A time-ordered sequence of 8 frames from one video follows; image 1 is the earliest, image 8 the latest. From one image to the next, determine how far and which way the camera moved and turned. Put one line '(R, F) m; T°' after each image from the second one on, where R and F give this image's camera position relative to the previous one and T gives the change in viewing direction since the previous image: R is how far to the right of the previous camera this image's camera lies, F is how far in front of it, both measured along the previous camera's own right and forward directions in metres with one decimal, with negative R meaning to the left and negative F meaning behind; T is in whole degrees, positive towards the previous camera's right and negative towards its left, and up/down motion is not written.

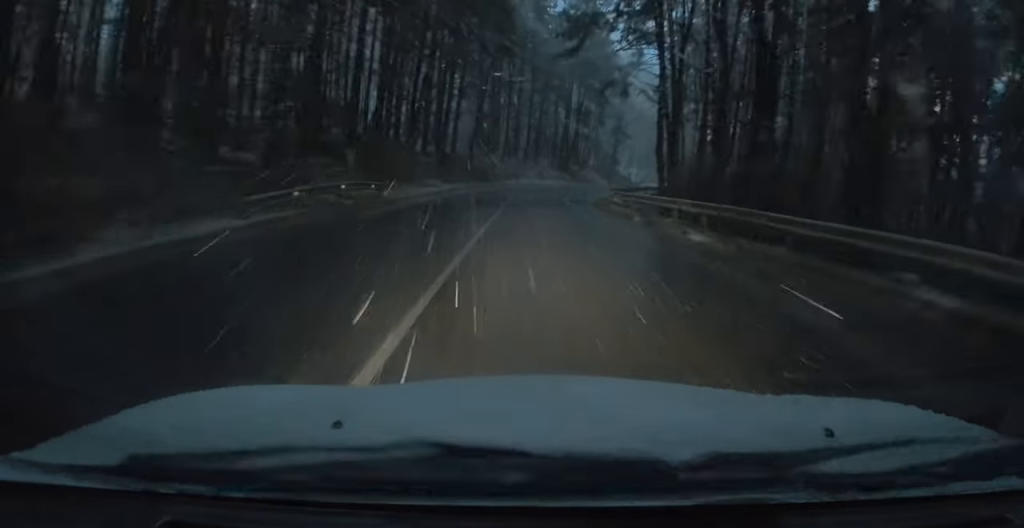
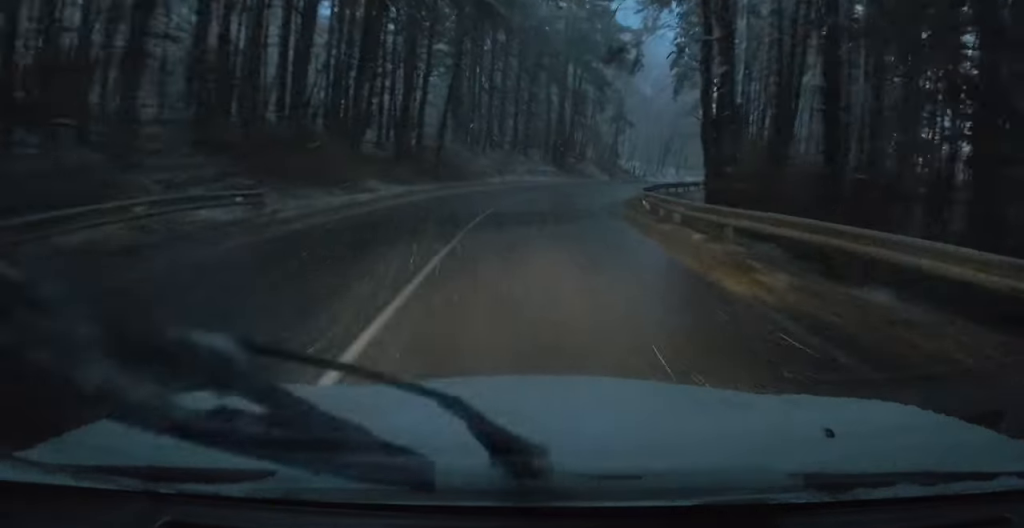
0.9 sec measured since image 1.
(-0.5, +12.8) m; -1°
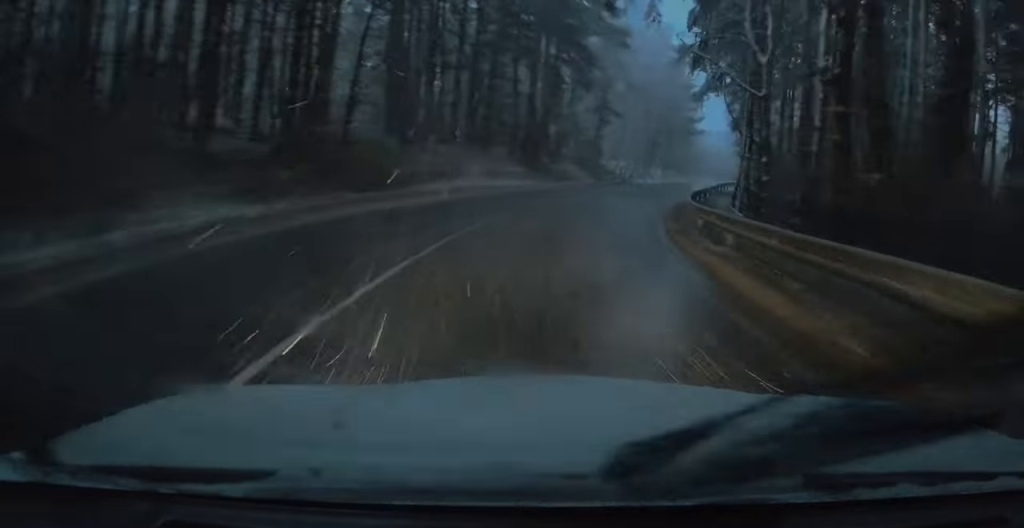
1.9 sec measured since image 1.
(+0.2, +13.7) m; +2°
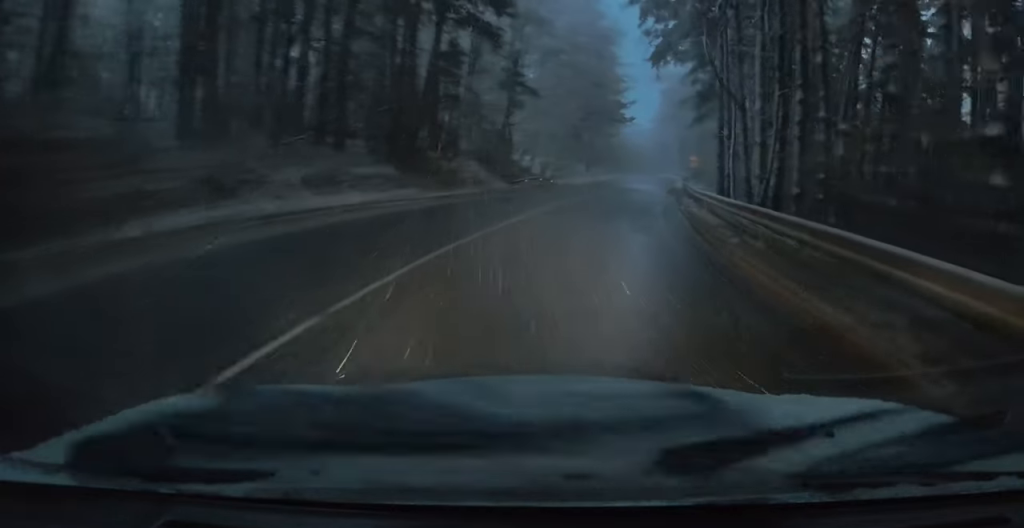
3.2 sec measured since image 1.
(+0.3, +14.9) m; +2°
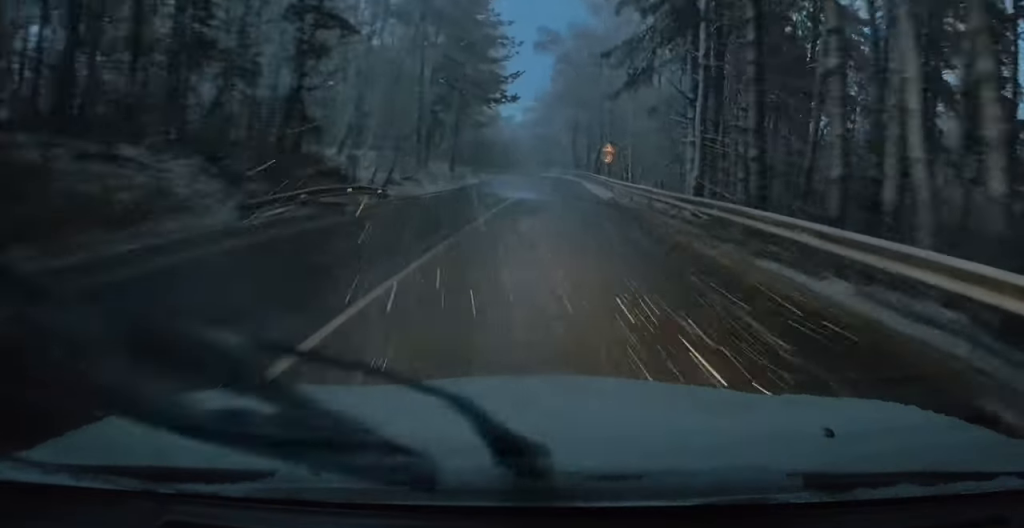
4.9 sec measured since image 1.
(+0.6, +21.7) m; +2°
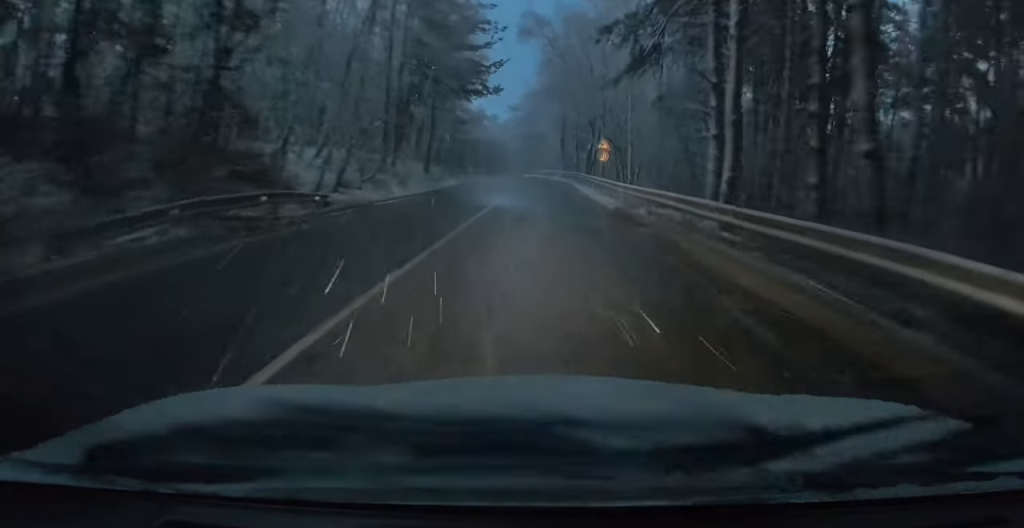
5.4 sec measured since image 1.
(0.0, +6.5) m; 0°
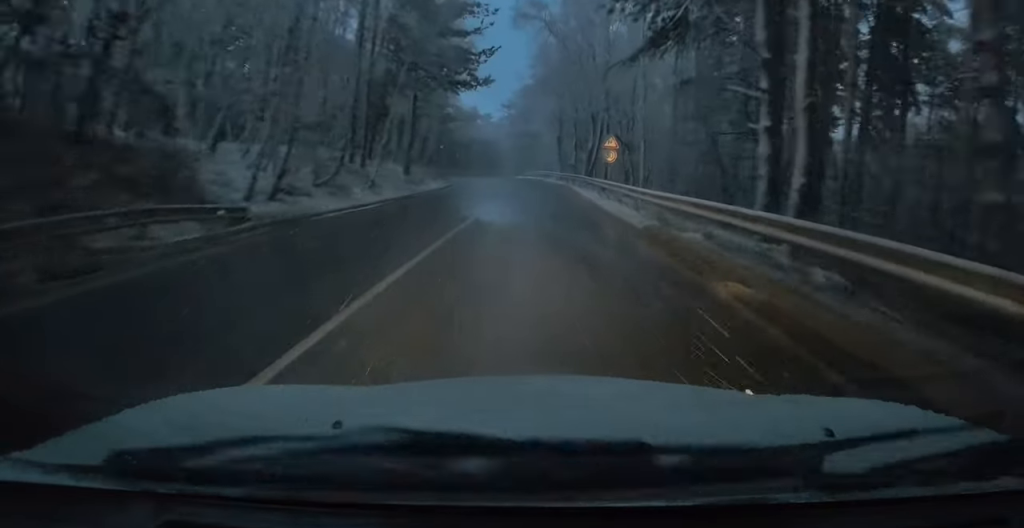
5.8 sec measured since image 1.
(0.0, +6.9) m; +1°
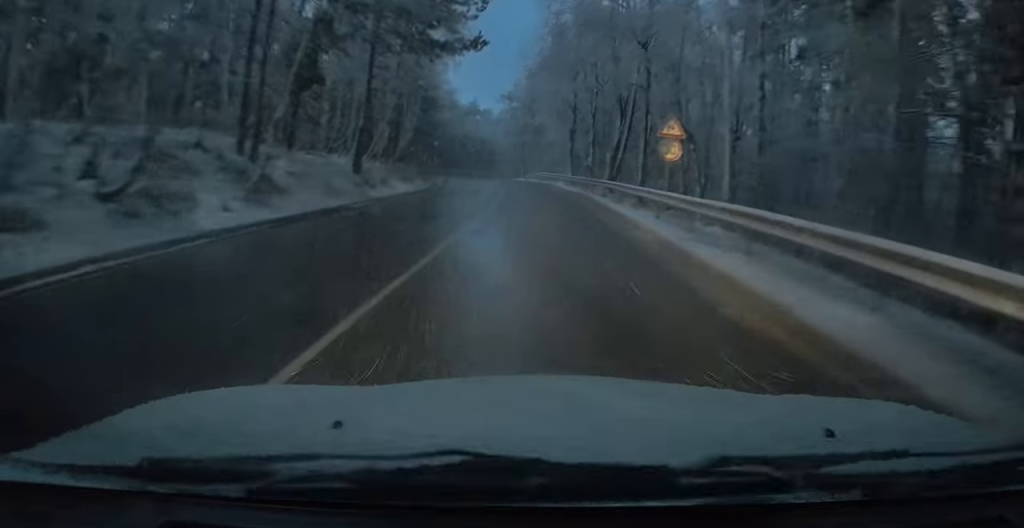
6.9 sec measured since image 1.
(+0.3, +16.4) m; +4°
